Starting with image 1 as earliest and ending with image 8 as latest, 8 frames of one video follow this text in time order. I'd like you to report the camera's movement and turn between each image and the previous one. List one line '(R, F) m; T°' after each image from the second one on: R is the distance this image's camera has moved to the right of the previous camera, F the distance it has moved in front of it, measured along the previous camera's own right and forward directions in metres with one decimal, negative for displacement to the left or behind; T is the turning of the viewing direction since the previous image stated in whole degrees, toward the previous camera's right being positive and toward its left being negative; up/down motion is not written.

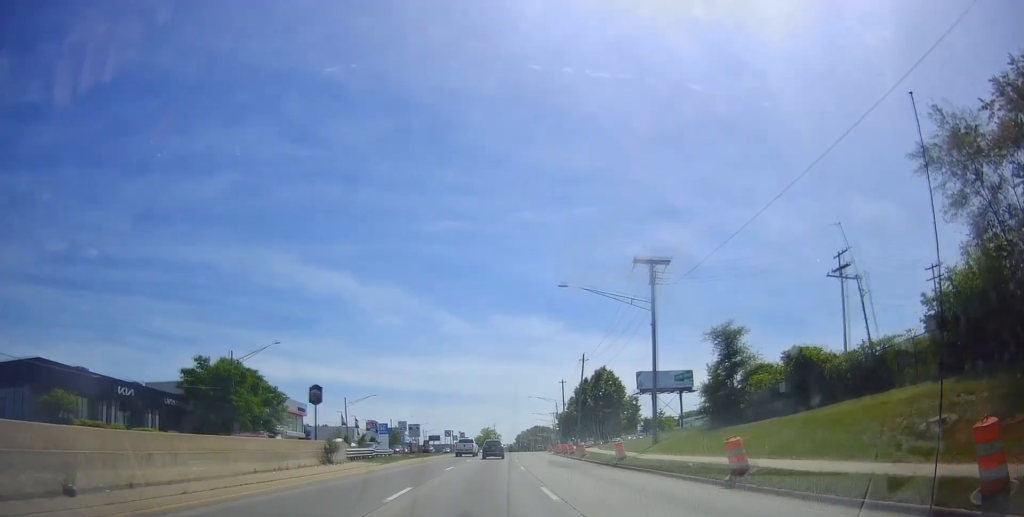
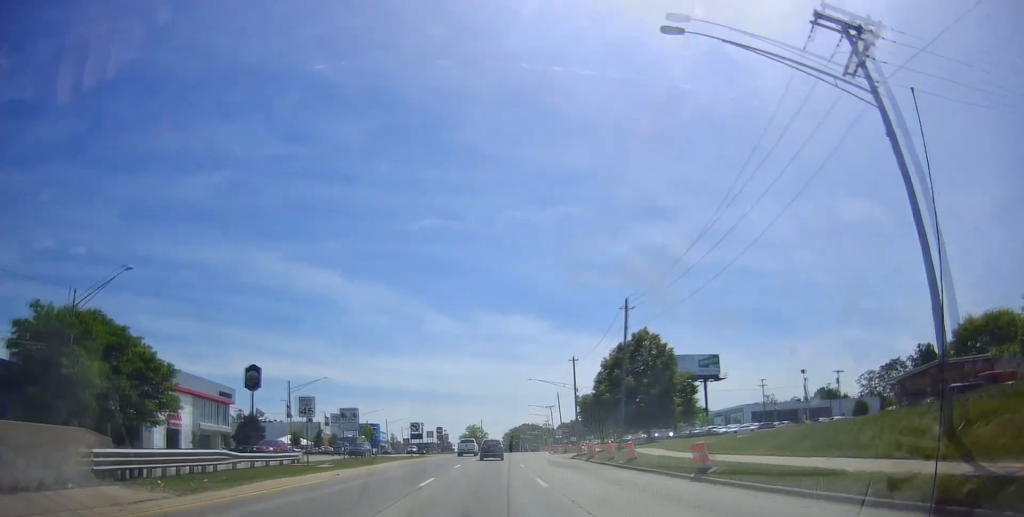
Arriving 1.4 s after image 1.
(0.0, +27.4) m; +2°
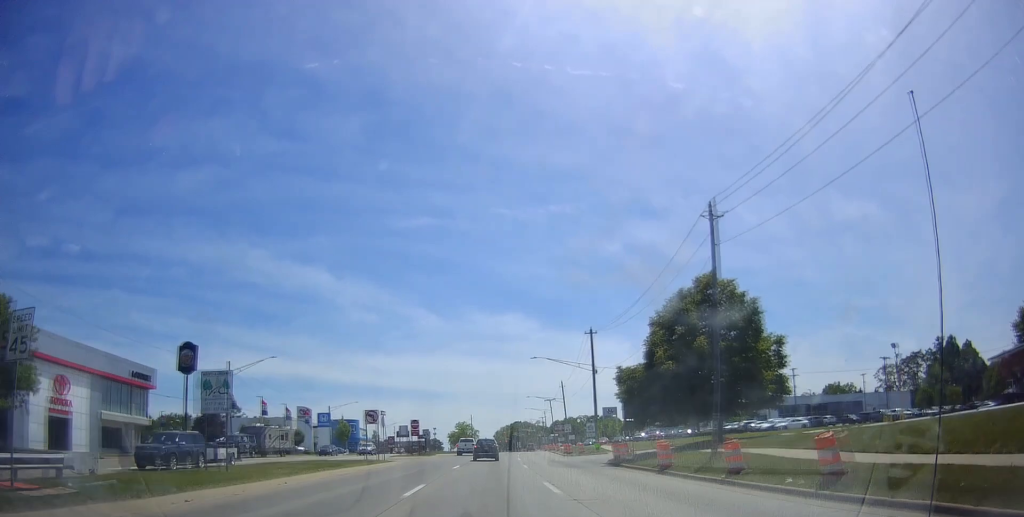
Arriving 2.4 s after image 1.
(+0.6, +19.4) m; +2°
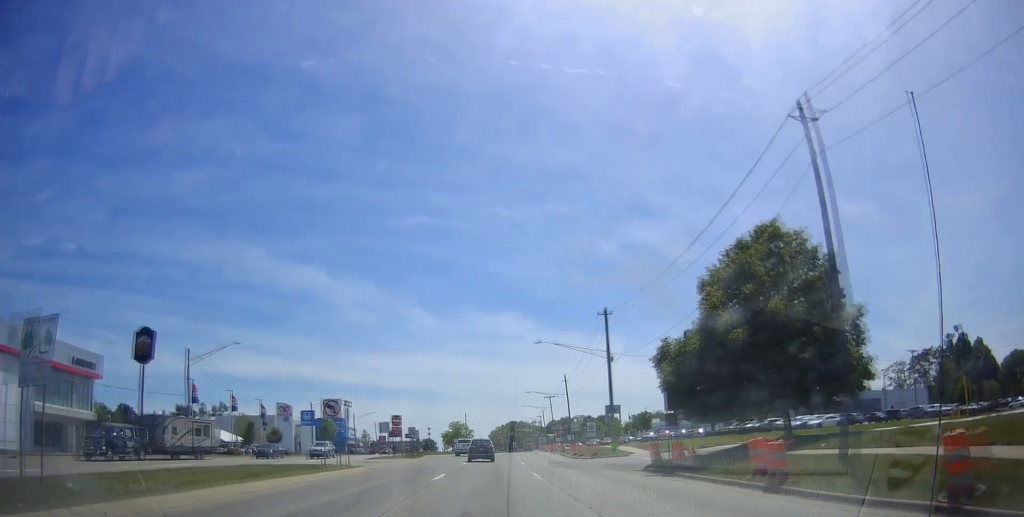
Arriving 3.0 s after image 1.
(0.0, +9.7) m; 0°
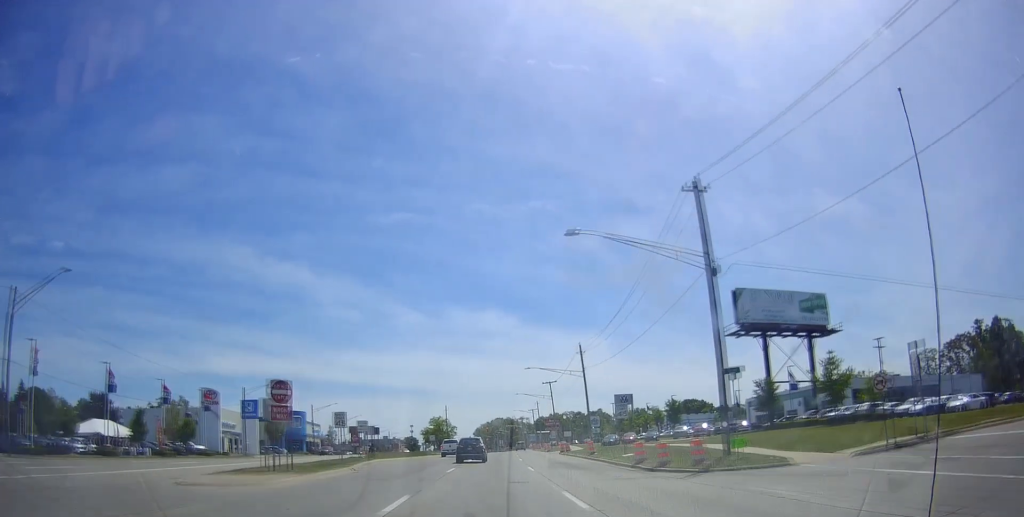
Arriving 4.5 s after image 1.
(+0.5, +26.5) m; +3°
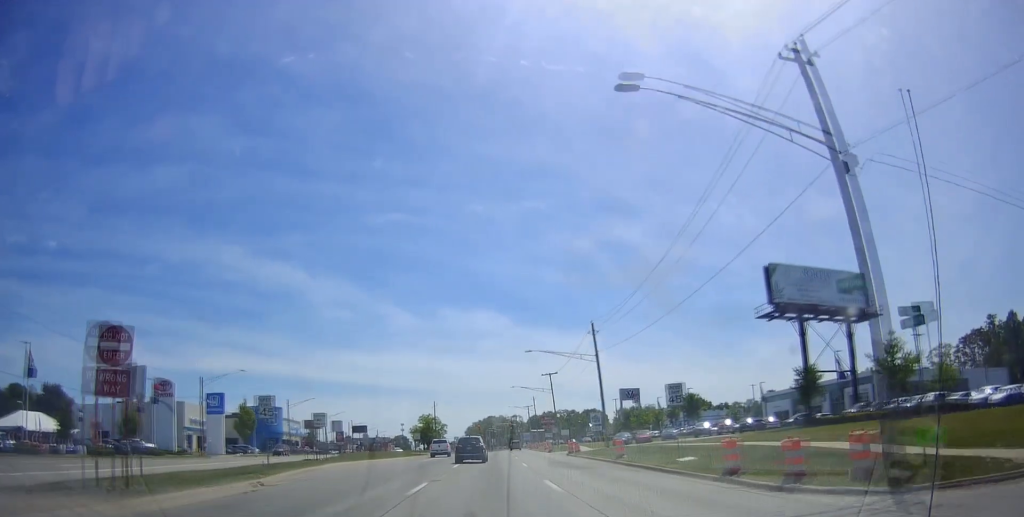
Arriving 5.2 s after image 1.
(+0.5, +11.4) m; +1°
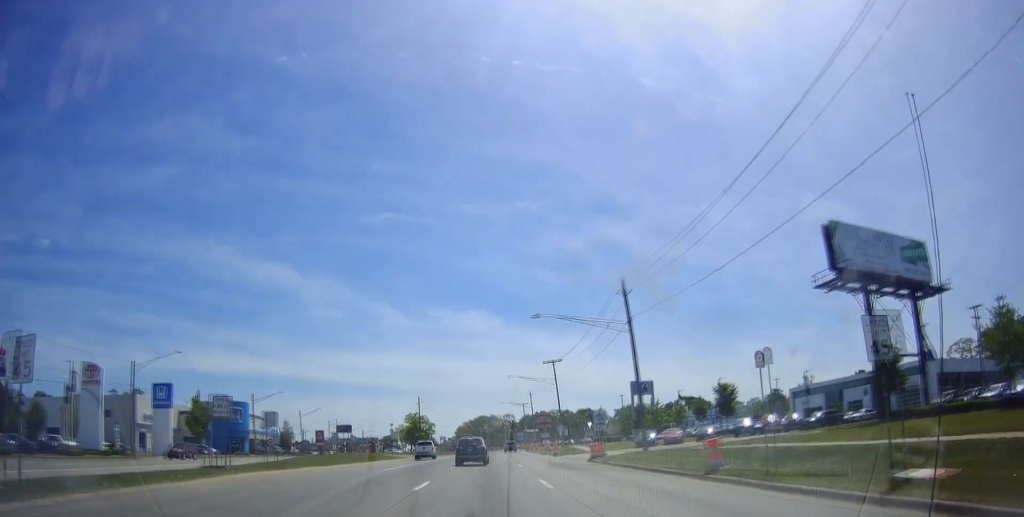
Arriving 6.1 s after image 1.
(-0.4, +14.6) m; 0°
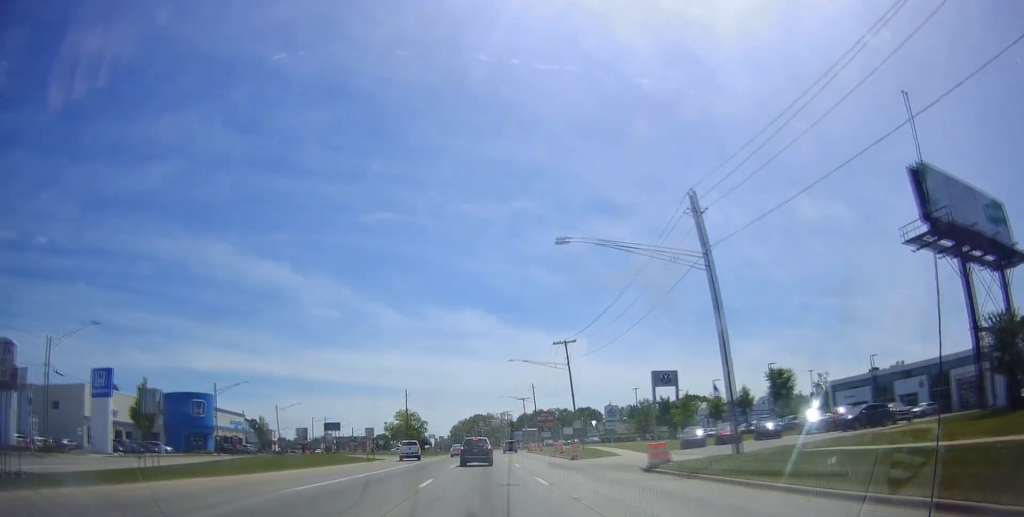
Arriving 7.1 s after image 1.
(+0.4, +14.8) m; 0°
